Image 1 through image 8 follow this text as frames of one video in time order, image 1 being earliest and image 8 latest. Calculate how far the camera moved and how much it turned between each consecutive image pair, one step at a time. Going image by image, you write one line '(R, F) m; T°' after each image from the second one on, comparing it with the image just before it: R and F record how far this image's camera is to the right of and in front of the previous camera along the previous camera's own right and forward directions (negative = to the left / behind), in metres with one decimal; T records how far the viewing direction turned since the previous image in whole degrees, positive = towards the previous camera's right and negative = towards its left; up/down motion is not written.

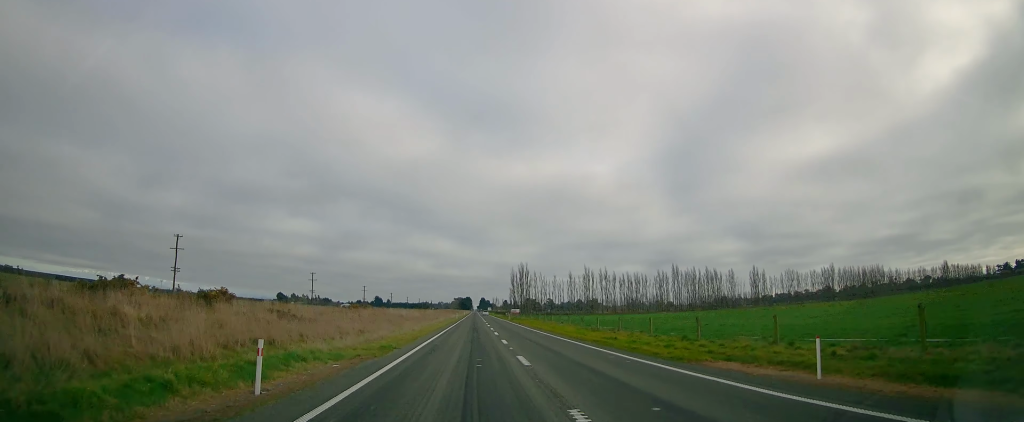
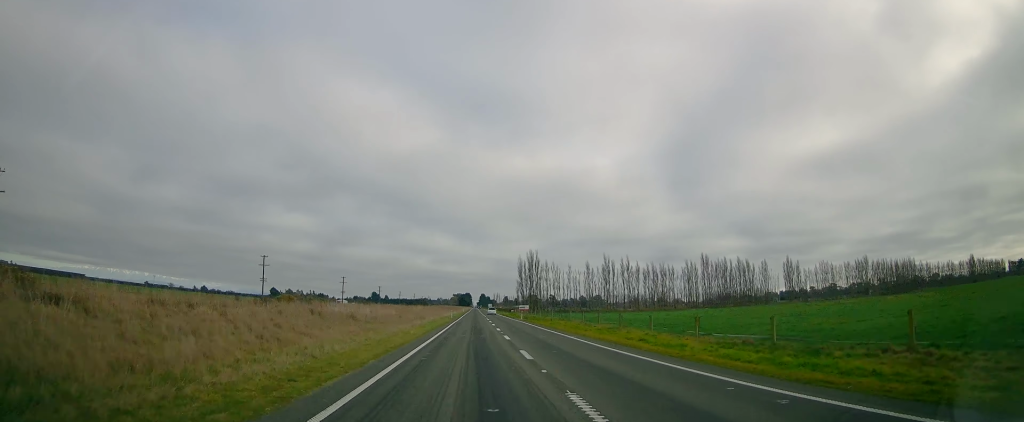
(+0.2, +28.3) m; -2°
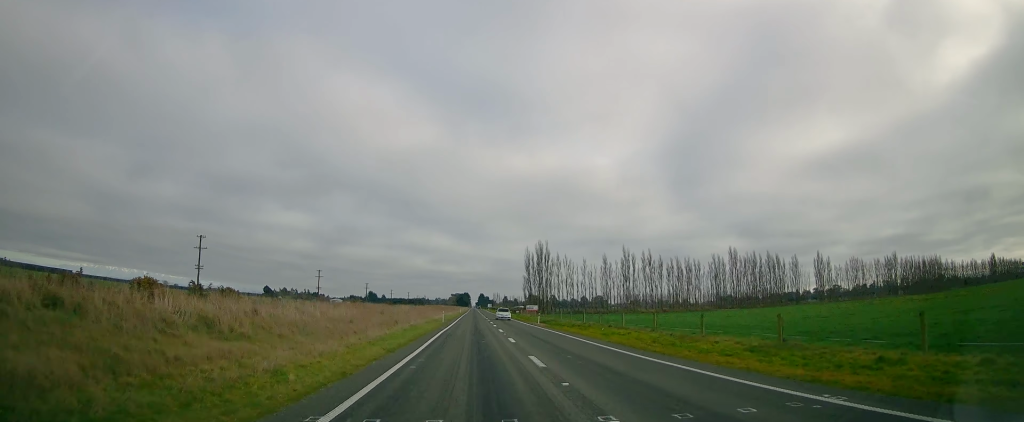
(-0.9, +22.0) m; 0°
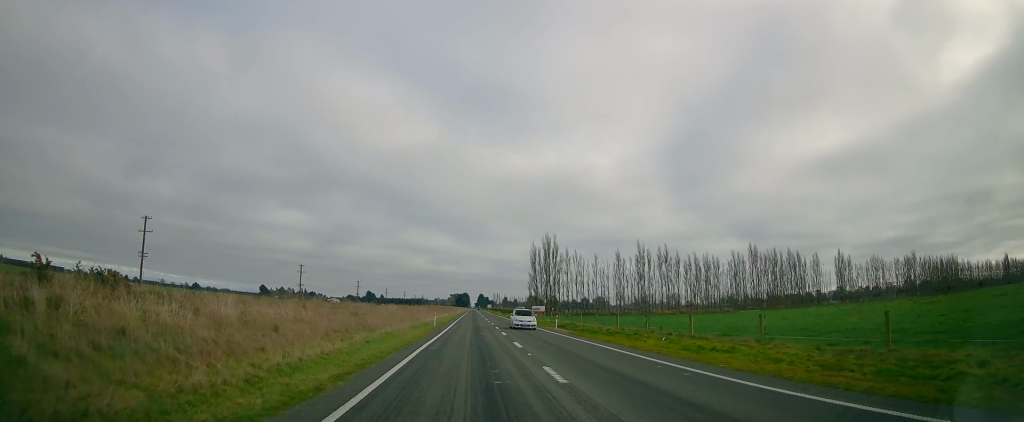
(+0.2, +12.8) m; +1°
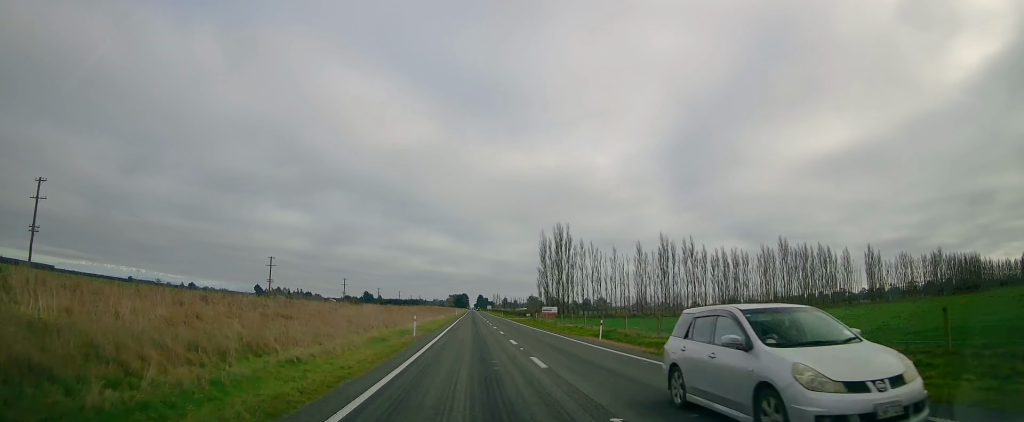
(+0.5, +16.4) m; +1°
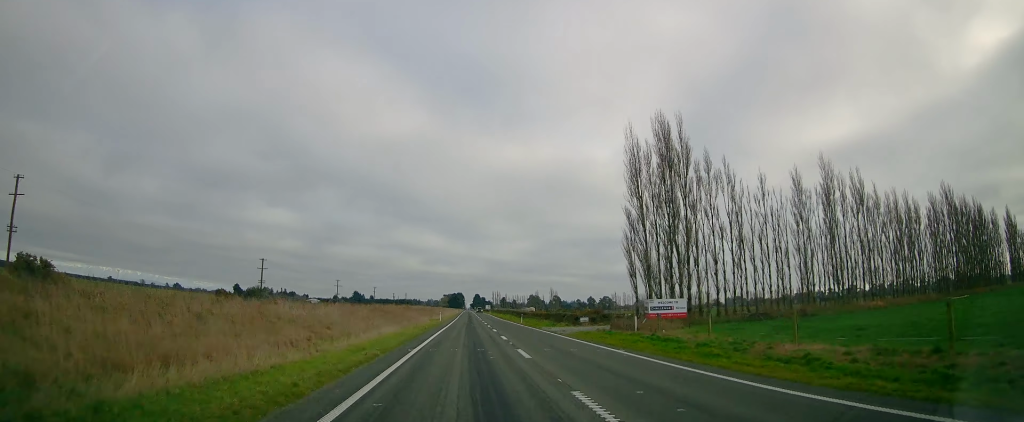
(+0.2, +56.3) m; +1°
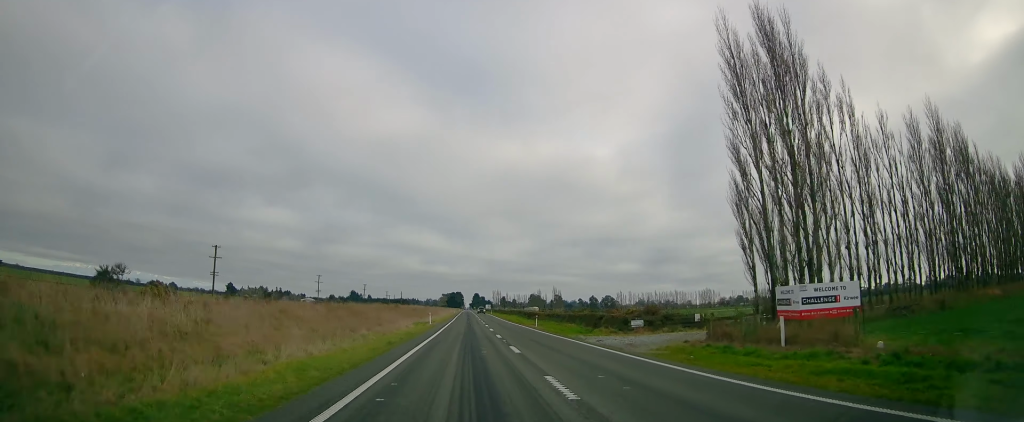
(0.0, +17.4) m; -1°
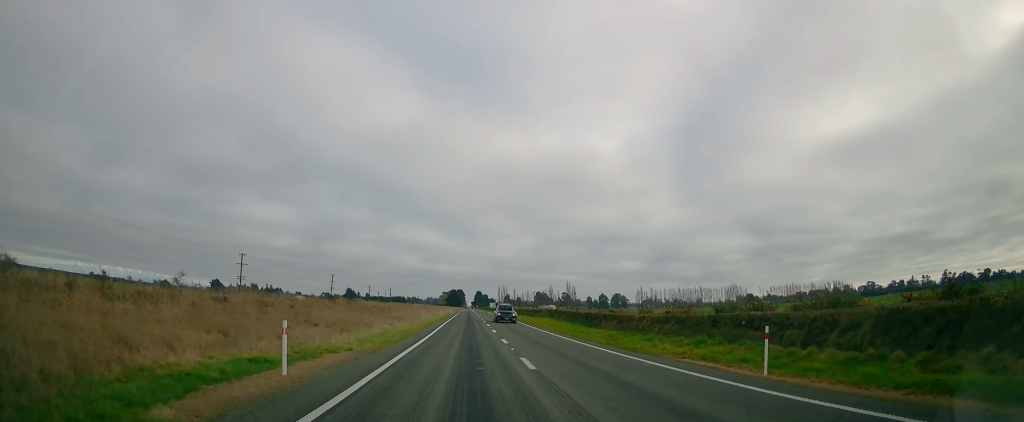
(-0.7, +45.1) m; 0°
